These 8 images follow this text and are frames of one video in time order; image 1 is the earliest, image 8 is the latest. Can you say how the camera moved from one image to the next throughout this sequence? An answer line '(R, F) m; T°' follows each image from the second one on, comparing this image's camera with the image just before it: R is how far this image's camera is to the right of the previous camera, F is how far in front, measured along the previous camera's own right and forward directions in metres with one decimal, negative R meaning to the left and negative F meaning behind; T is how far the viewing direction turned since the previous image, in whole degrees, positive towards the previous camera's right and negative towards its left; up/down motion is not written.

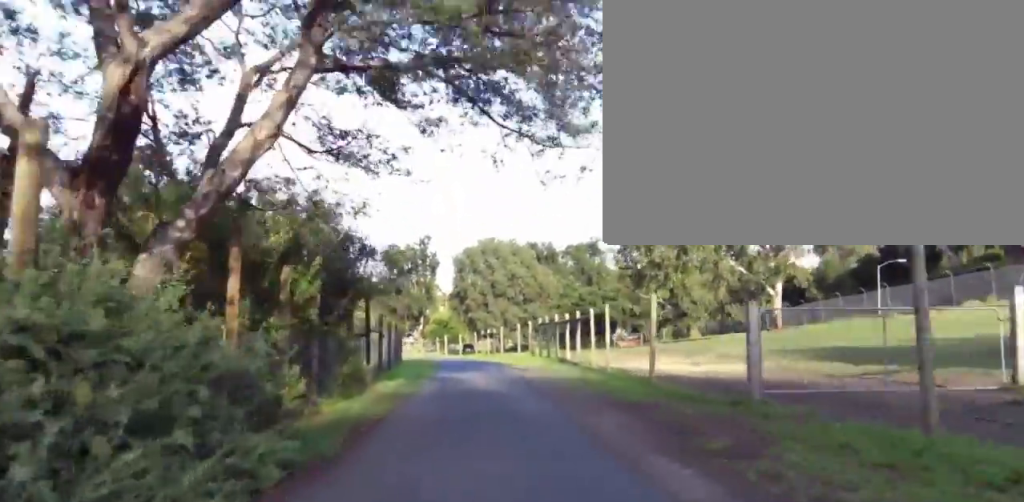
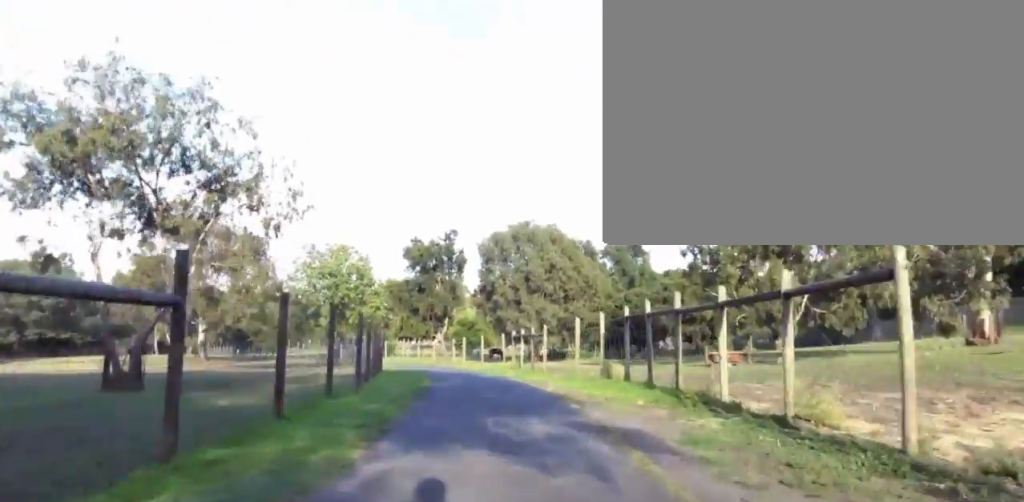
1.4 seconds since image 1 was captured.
(+1.8, +12.5) m; +1°
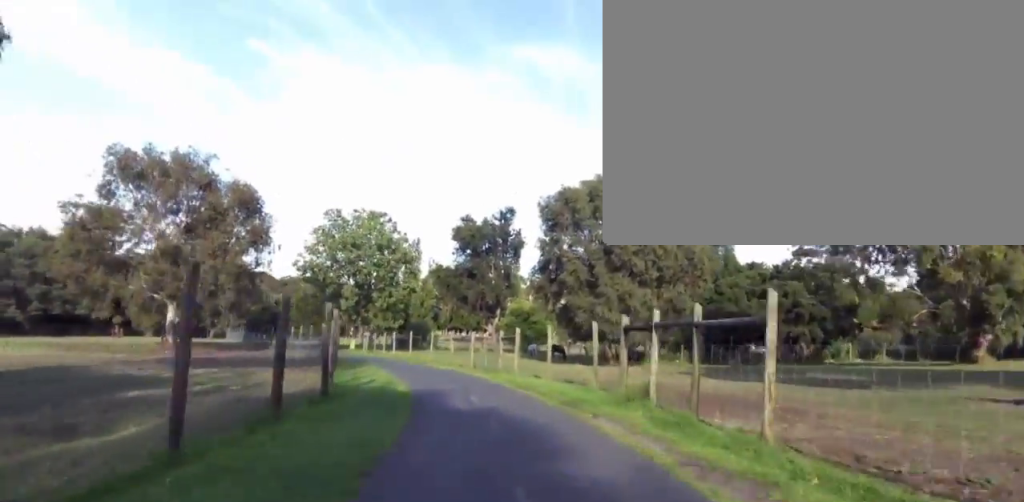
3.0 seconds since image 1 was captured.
(-3.9, +13.7) m; -20°
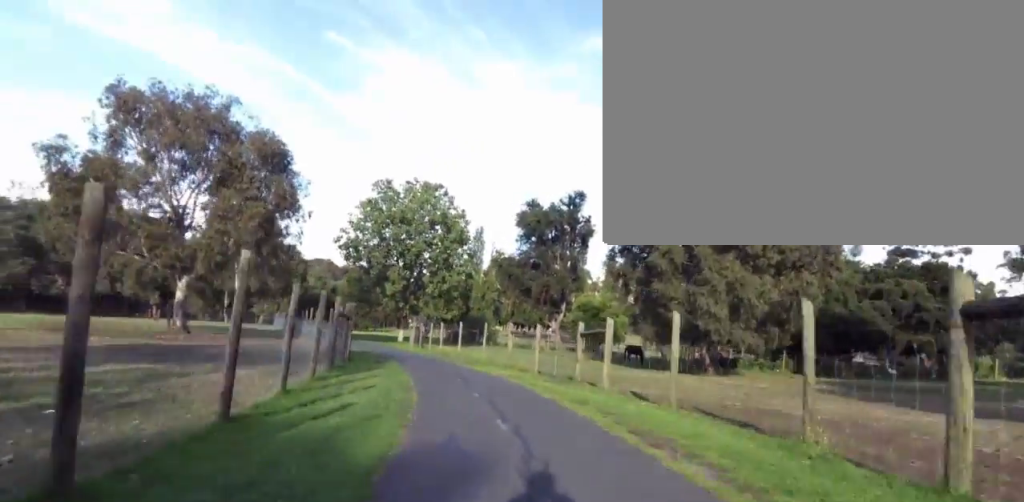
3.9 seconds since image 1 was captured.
(+1.2, +8.3) m; +8°
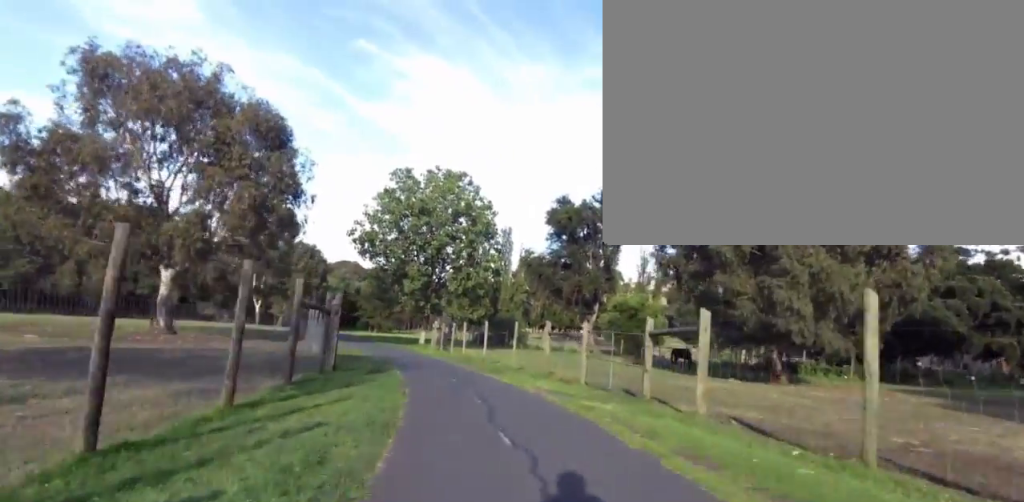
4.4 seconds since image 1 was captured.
(+0.1, +5.3) m; -3°
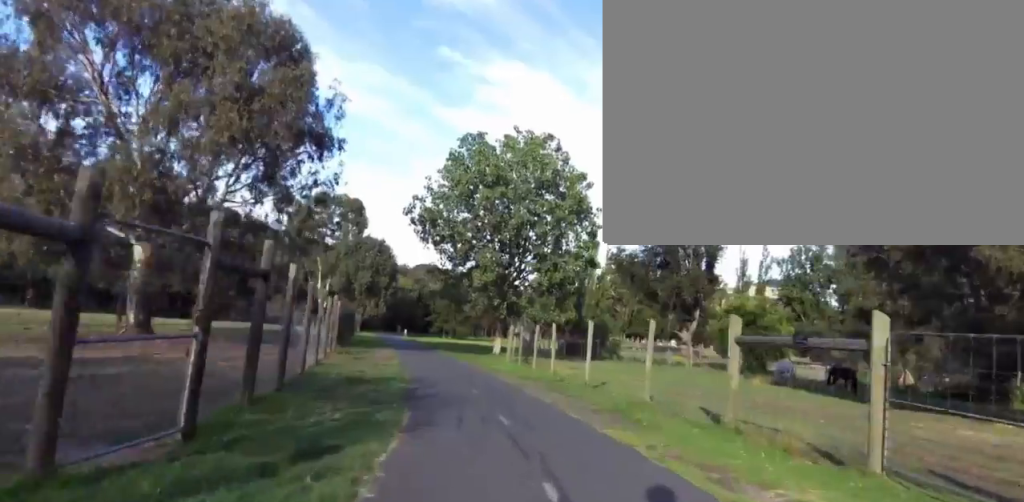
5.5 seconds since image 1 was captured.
(-0.7, +10.4) m; -9°
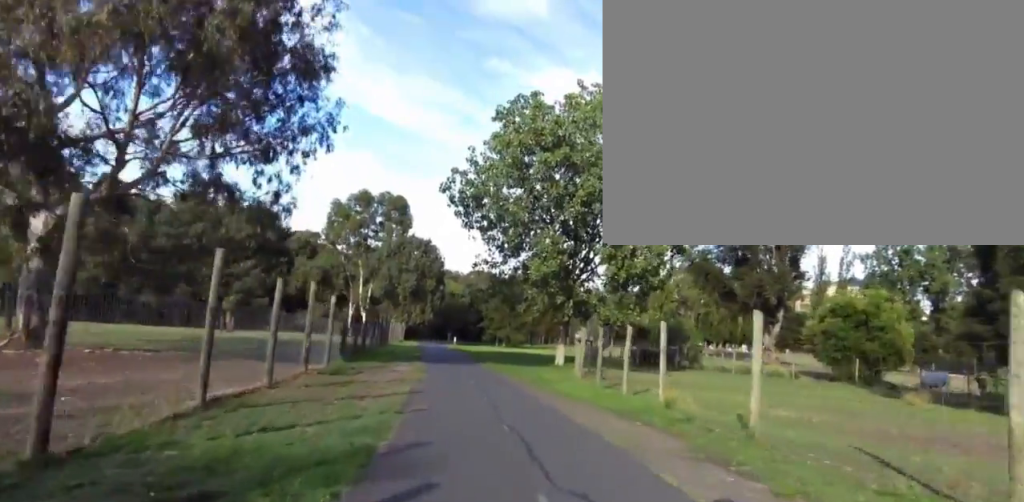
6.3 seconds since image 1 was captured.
(-0.7, +8.3) m; -5°
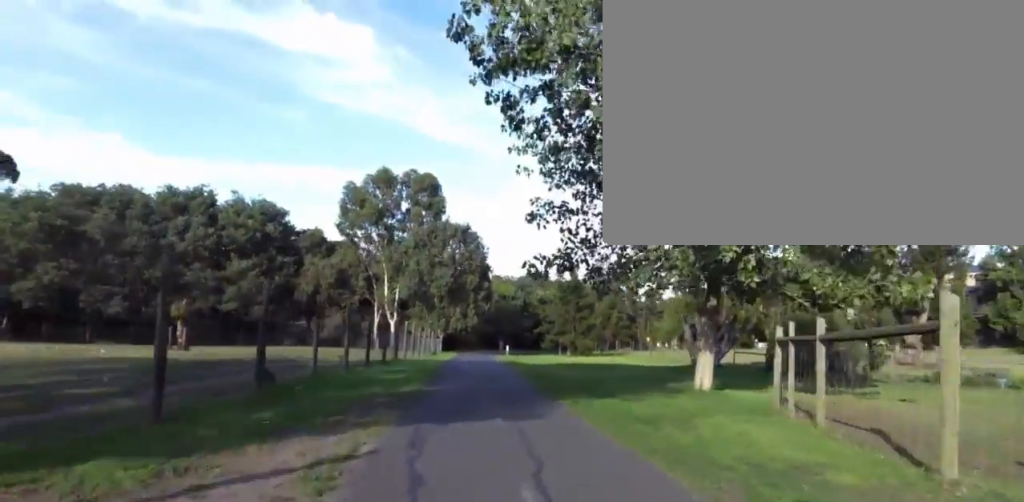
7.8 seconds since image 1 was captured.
(0.0, +15.9) m; 0°
